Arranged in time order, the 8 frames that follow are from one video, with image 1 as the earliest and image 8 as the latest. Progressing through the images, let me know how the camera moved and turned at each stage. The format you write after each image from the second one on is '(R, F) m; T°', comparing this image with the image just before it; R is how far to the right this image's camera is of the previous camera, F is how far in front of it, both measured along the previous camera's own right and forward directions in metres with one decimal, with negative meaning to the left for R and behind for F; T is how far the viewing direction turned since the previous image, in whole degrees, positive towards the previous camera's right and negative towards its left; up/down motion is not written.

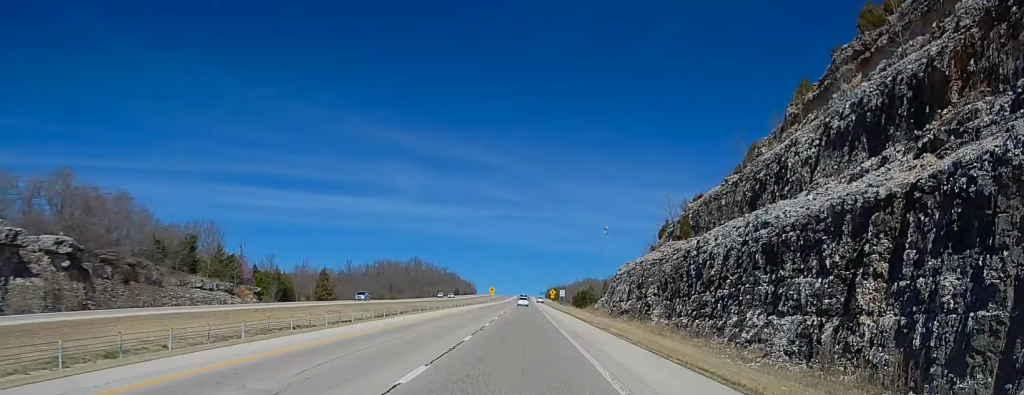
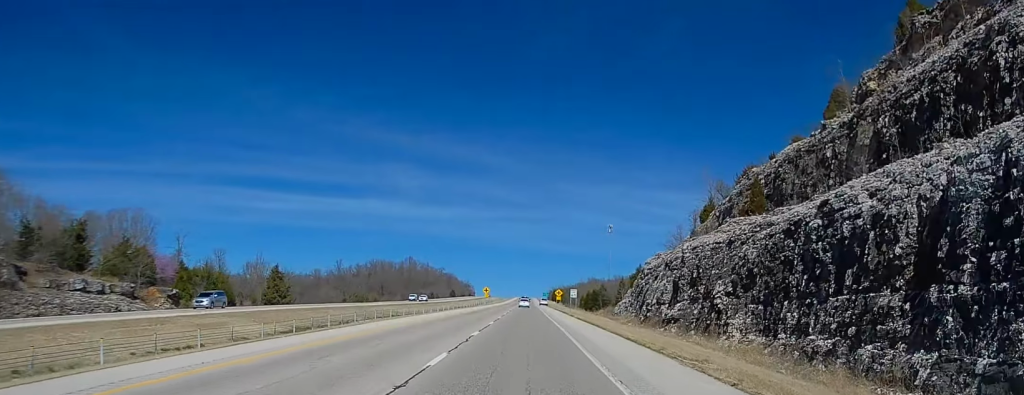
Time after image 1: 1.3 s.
(0.0, +33.1) m; -1°
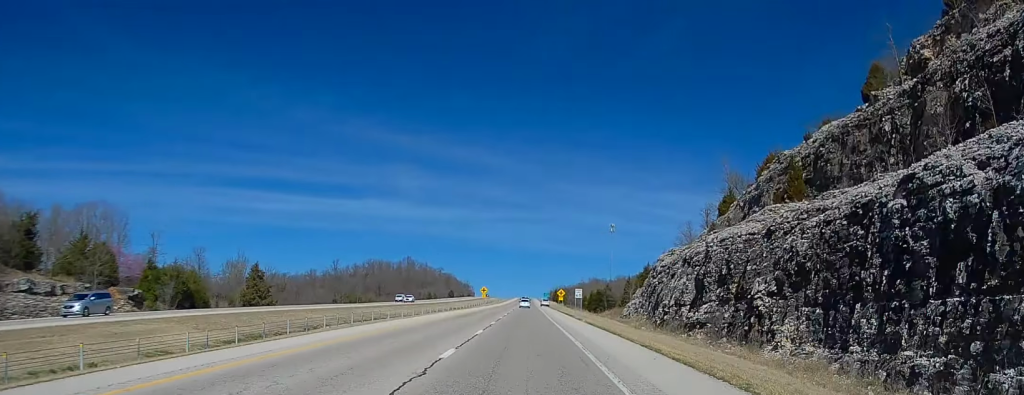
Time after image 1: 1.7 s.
(0.0, +10.5) m; 0°
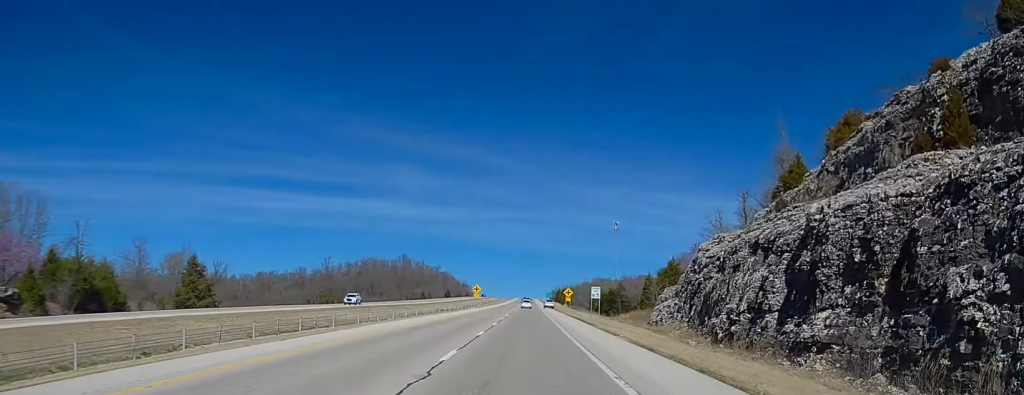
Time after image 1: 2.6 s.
(-0.4, +24.9) m; 0°
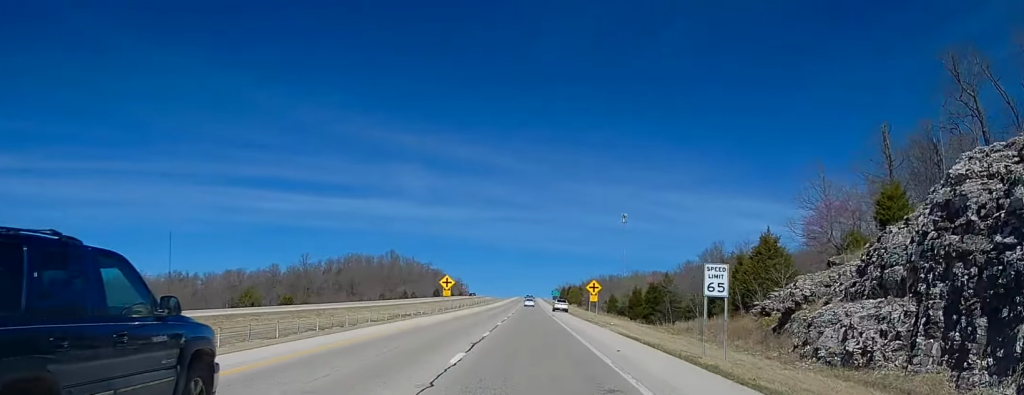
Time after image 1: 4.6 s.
(+1.1, +50.5) m; +1°
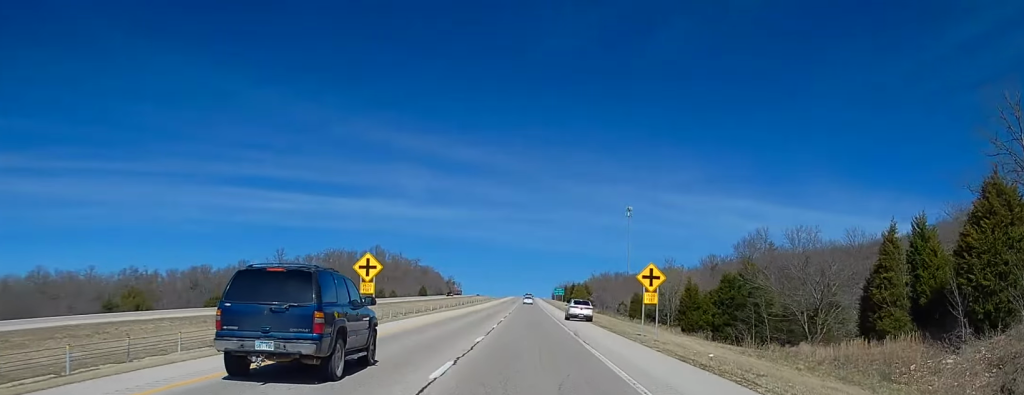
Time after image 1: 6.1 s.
(-0.8, +40.1) m; -1°
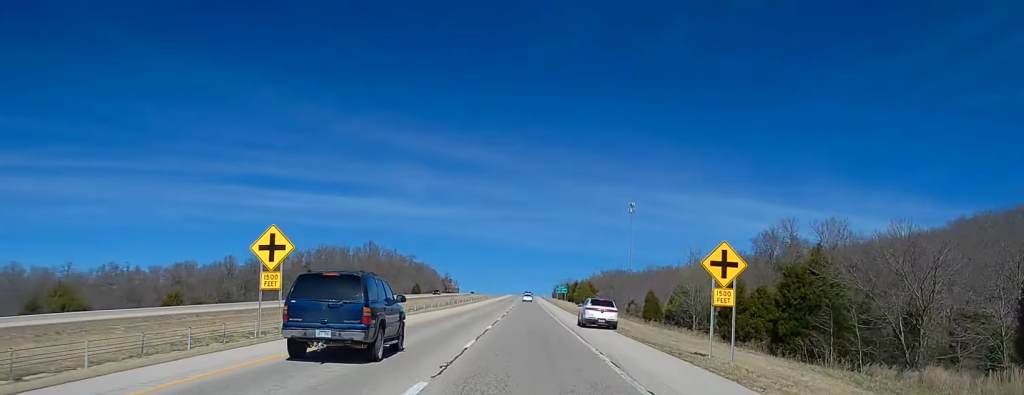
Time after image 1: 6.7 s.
(-0.1, +16.4) m; 0°
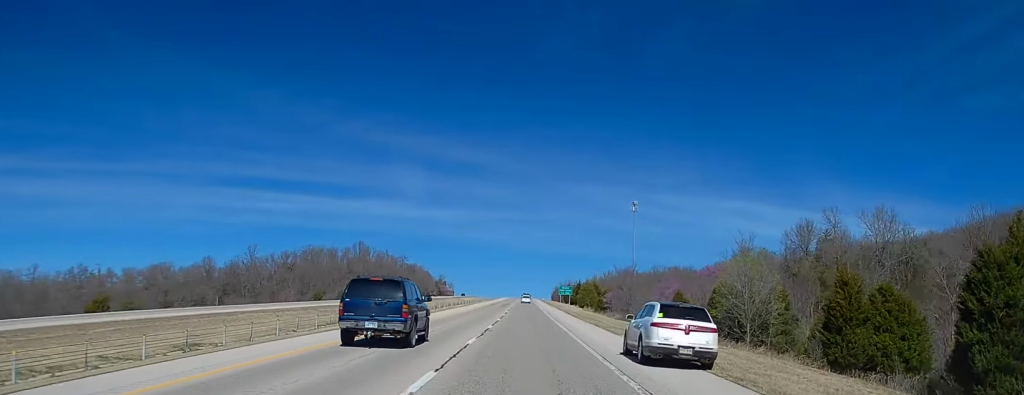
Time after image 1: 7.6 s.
(+0.4, +22.0) m; +1°
